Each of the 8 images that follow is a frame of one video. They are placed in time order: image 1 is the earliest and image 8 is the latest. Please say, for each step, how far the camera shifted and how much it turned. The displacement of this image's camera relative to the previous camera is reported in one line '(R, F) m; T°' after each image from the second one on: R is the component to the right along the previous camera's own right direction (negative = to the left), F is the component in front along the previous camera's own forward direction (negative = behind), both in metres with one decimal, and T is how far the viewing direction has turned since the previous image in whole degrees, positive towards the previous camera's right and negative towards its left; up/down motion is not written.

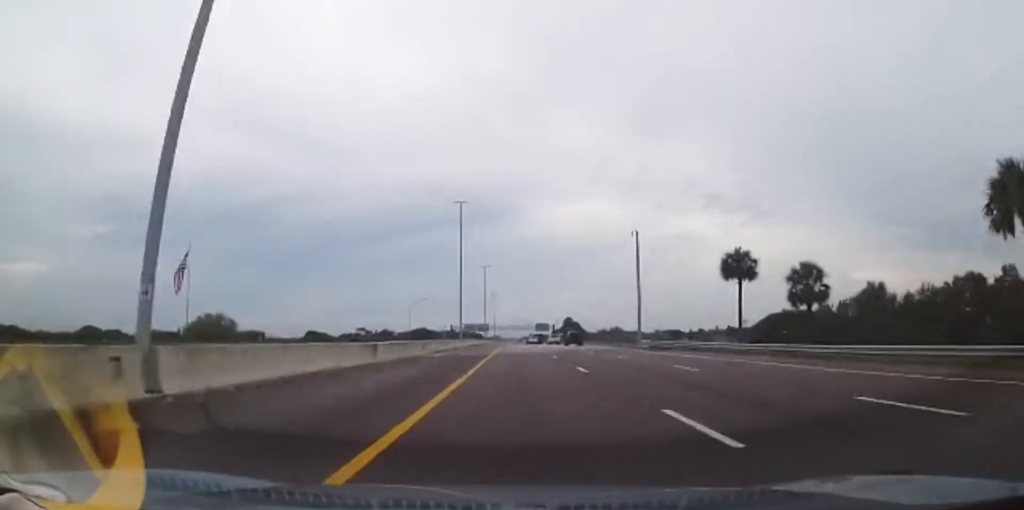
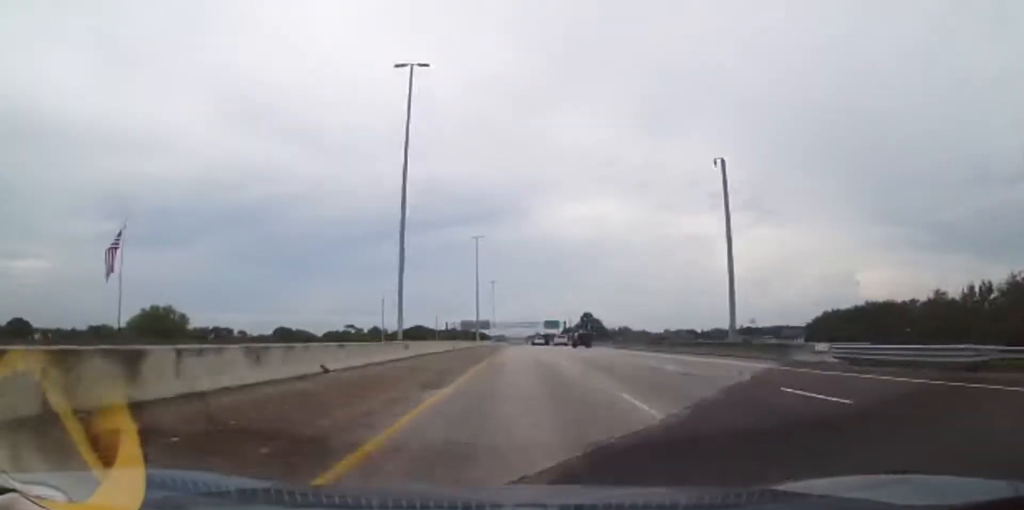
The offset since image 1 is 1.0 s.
(-0.4, +33.6) m; -1°
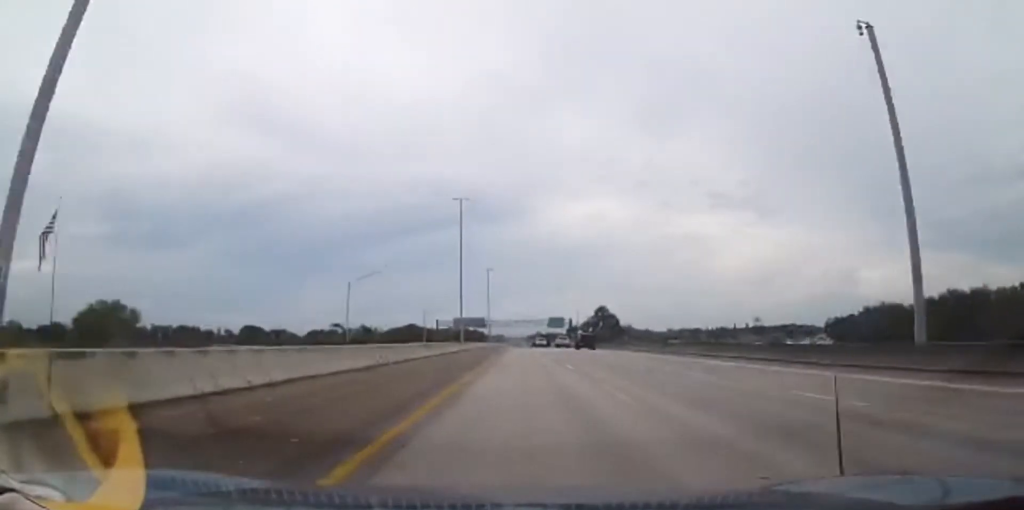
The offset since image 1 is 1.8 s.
(-0.2, +23.8) m; 0°
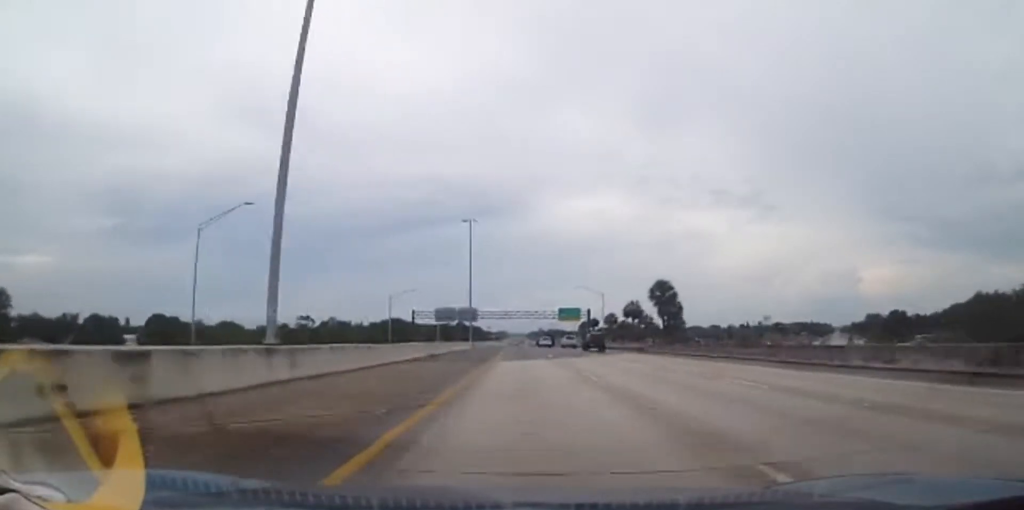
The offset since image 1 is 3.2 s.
(+0.5, +46.1) m; +1°
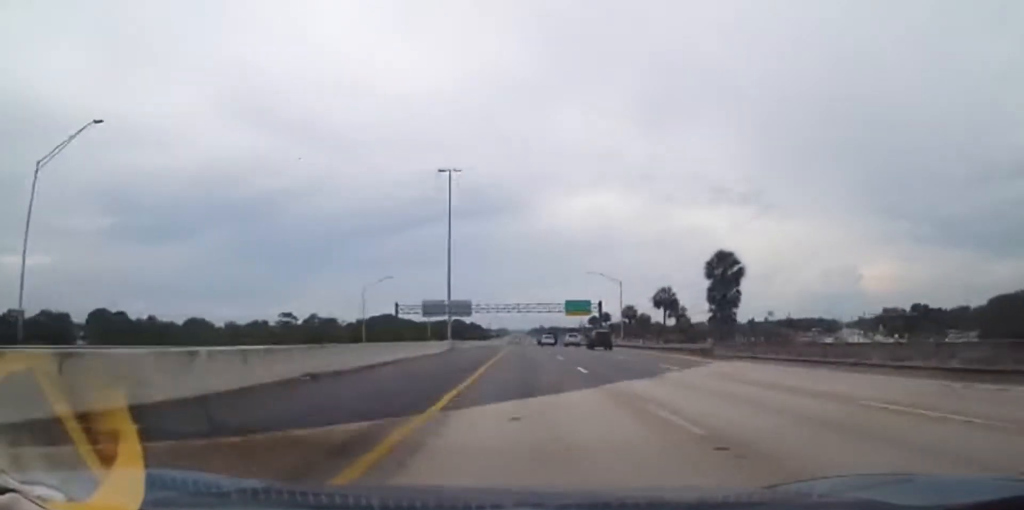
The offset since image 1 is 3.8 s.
(0.0, +20.1) m; 0°
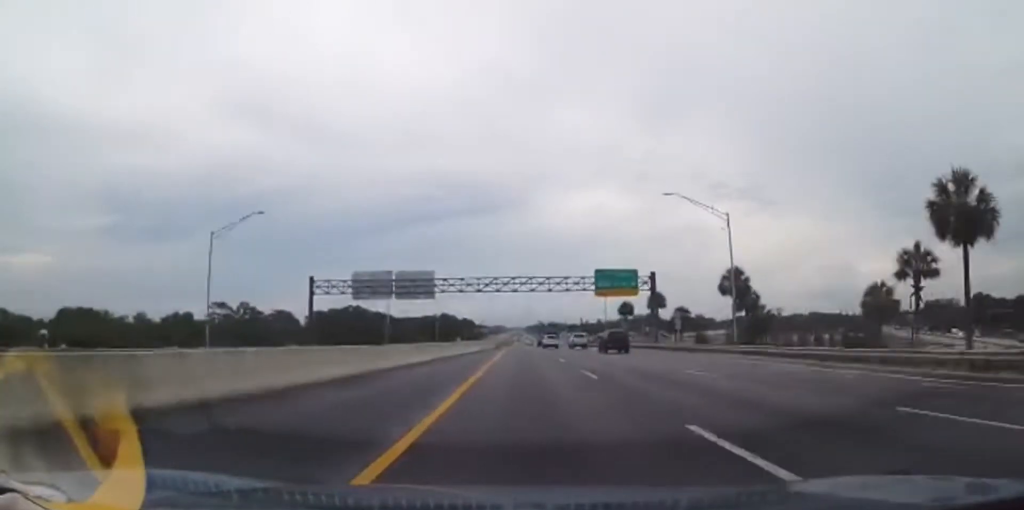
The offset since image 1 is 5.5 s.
(-0.1, +51.8) m; 0°
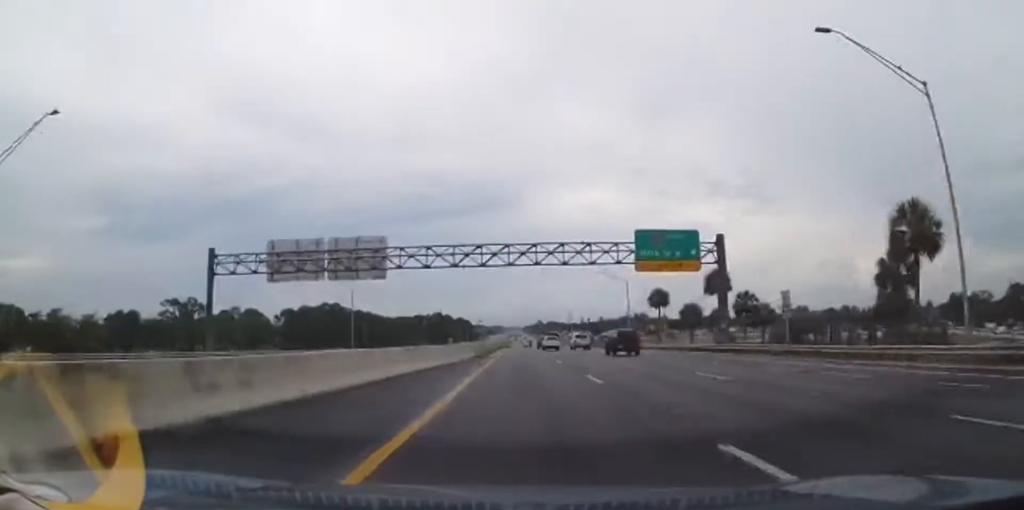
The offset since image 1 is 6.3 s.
(0.0, +26.1) m; 0°
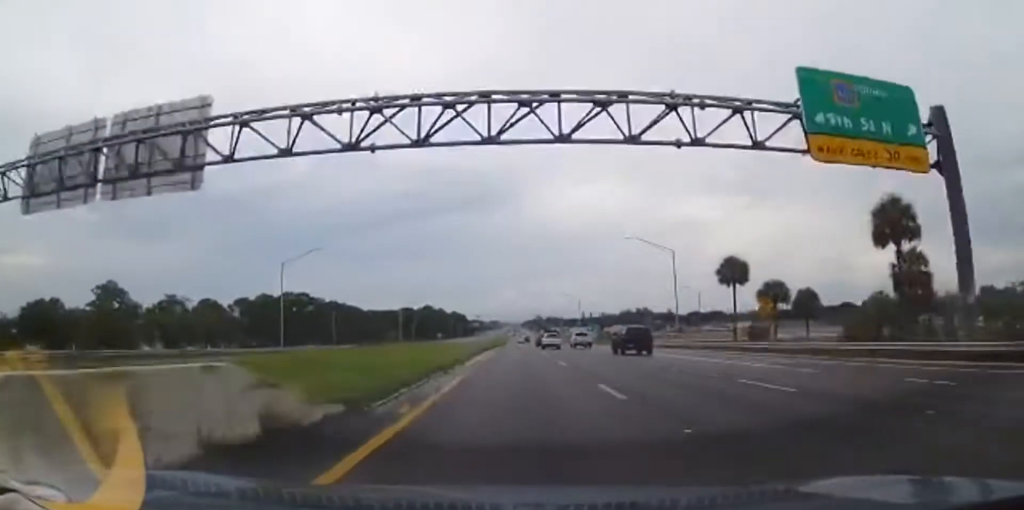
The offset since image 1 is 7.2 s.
(0.0, +28.9) m; 0°
